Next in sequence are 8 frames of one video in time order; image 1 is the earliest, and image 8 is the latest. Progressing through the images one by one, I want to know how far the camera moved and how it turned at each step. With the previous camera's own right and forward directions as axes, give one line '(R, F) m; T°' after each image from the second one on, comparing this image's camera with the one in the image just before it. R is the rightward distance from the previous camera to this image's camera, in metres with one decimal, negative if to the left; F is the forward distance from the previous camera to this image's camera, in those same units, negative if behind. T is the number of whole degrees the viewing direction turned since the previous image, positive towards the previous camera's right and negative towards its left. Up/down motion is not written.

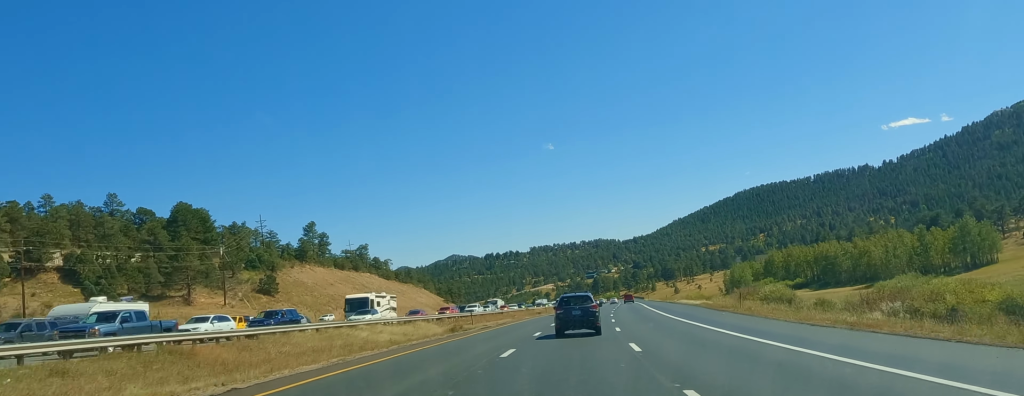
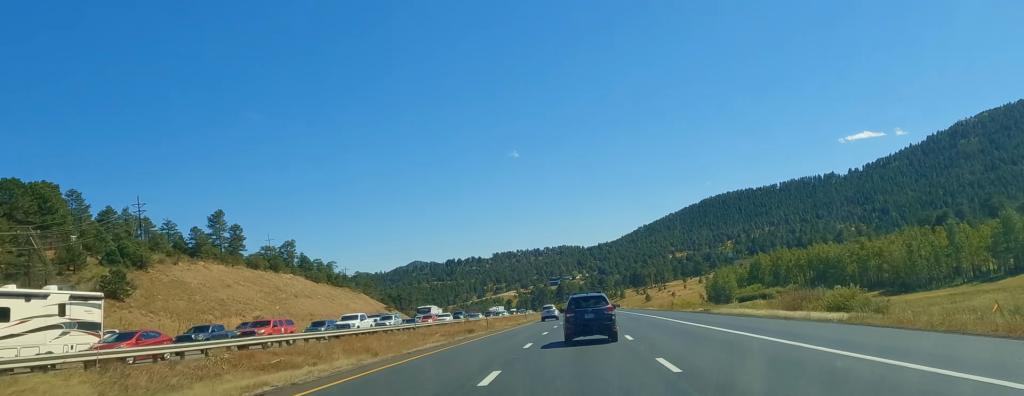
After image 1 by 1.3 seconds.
(+0.7, +43.8) m; +2°
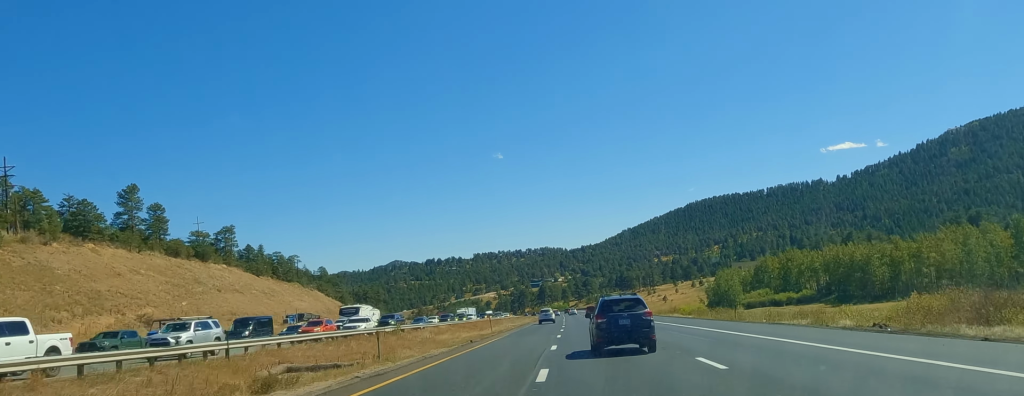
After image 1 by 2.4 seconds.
(+0.9, +36.4) m; +1°
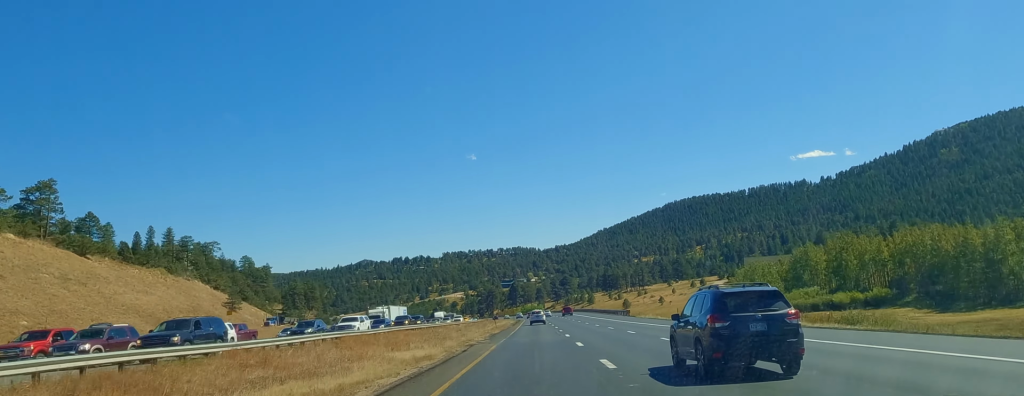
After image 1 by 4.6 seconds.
(-0.2, +71.1) m; 0°
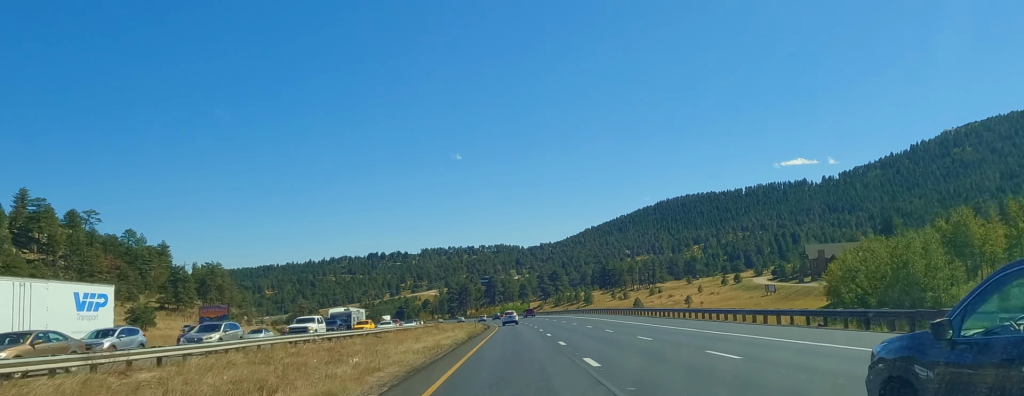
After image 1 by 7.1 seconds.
(+0.5, +84.3) m; 0°
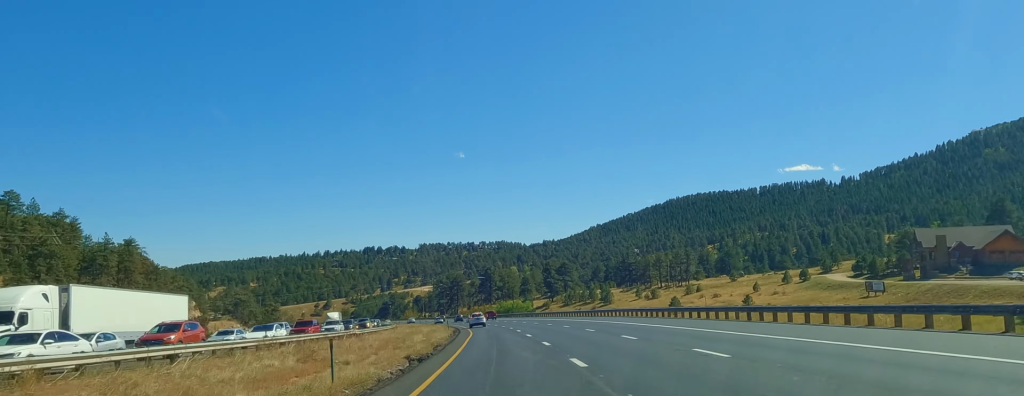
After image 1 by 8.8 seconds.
(-0.5, +60.4) m; -2°
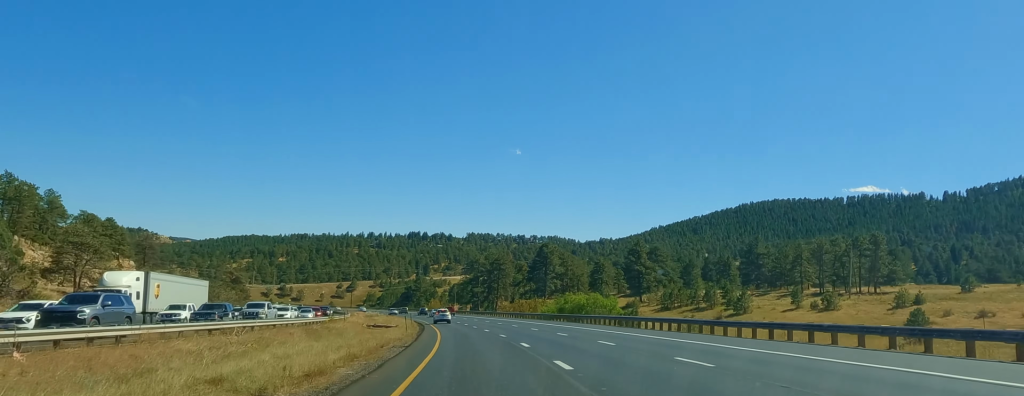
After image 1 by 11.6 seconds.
(-5.3, +97.1) m; -7°
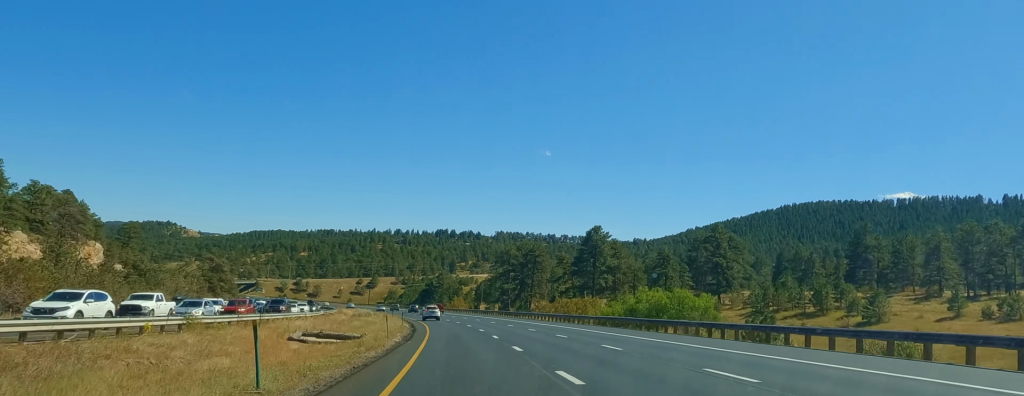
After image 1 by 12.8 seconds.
(-1.0, +39.7) m; -3°
